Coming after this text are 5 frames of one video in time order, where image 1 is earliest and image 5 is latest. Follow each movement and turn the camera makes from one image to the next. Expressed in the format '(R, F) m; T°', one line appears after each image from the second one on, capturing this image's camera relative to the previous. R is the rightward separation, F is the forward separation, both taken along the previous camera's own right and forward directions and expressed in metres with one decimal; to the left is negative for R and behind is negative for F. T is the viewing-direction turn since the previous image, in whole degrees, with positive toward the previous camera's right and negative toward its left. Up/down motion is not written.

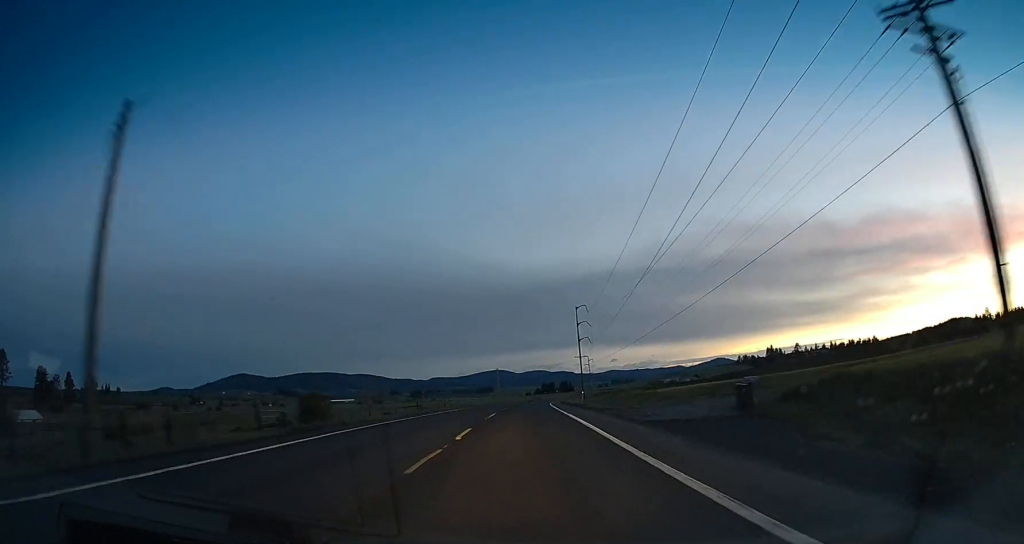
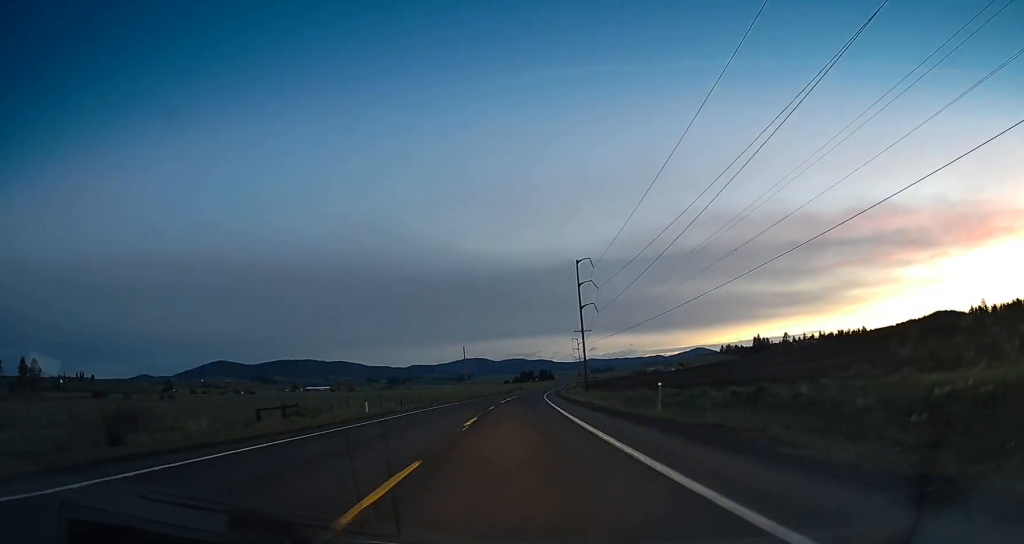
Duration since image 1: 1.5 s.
(-0.5, +39.0) m; +1°
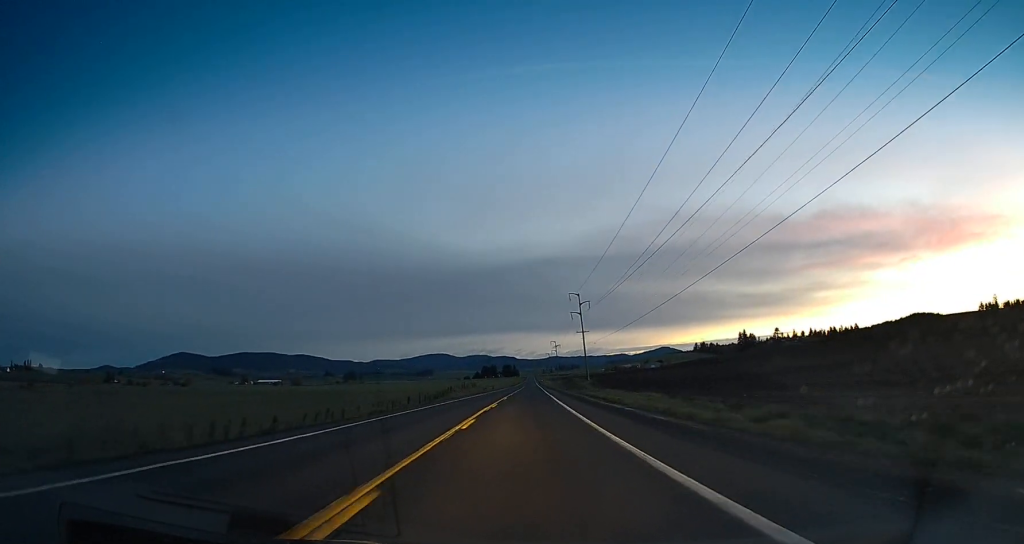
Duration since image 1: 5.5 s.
(+6.3, +108.2) m; +5°
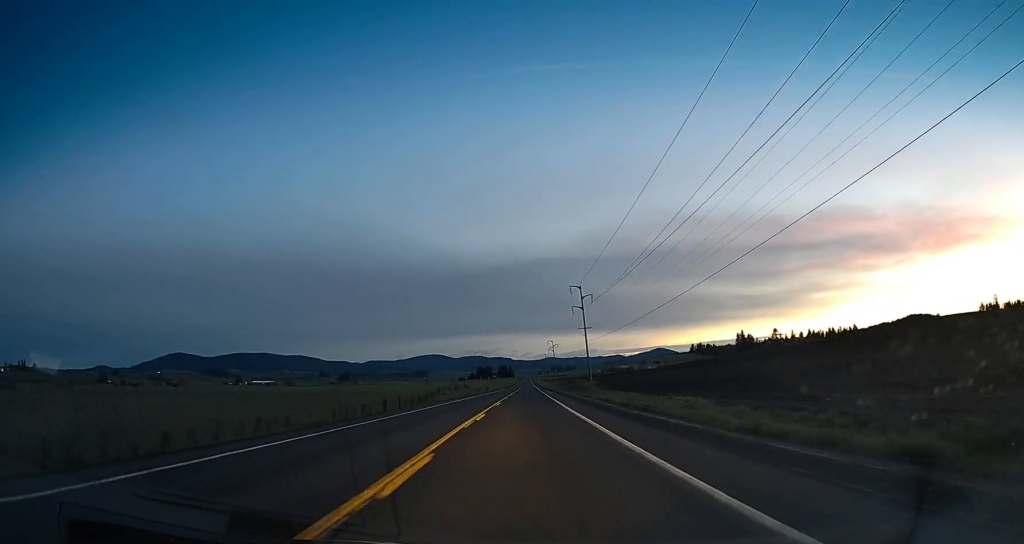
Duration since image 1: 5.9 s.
(+0.2, +10.8) m; 0°
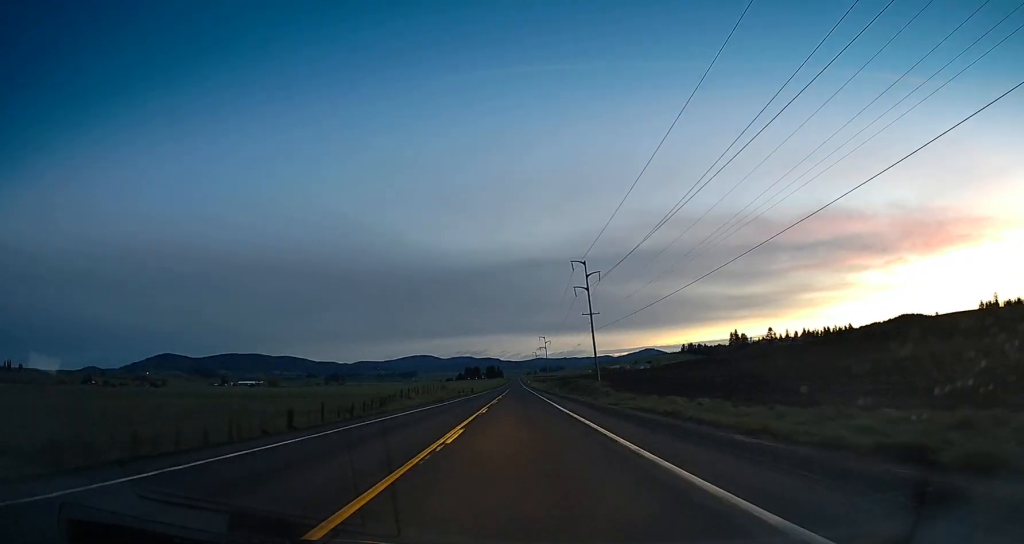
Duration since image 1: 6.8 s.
(-0.1, +23.4) m; 0°
